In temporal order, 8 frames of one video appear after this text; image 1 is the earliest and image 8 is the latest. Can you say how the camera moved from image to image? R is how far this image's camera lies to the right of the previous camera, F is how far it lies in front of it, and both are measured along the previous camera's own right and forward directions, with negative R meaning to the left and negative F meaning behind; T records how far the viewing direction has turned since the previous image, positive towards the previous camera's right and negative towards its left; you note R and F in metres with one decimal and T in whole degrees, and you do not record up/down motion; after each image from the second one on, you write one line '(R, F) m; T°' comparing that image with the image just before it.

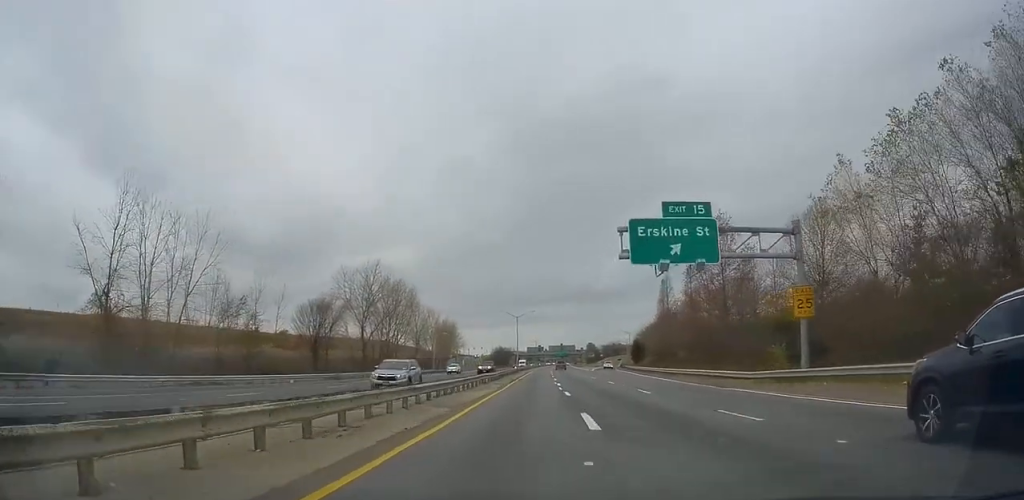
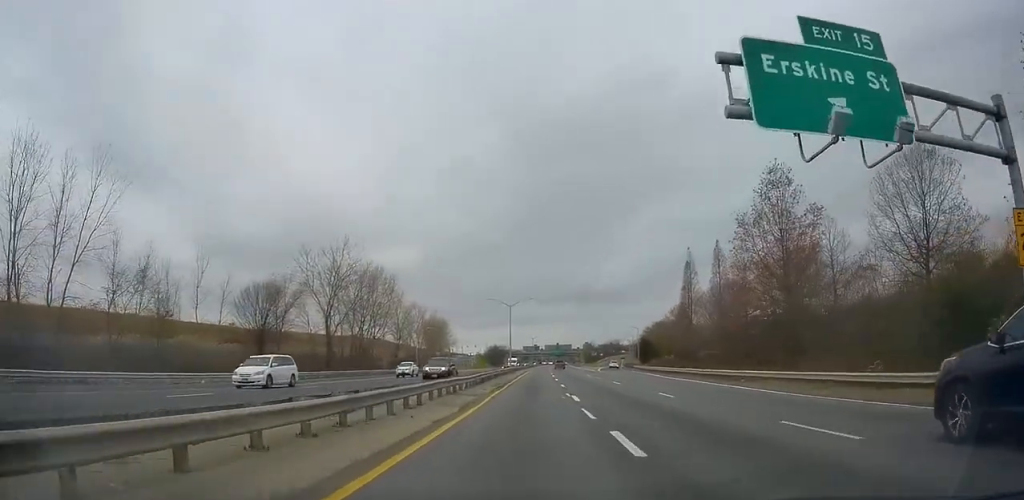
(-0.1, +15.7) m; -1°
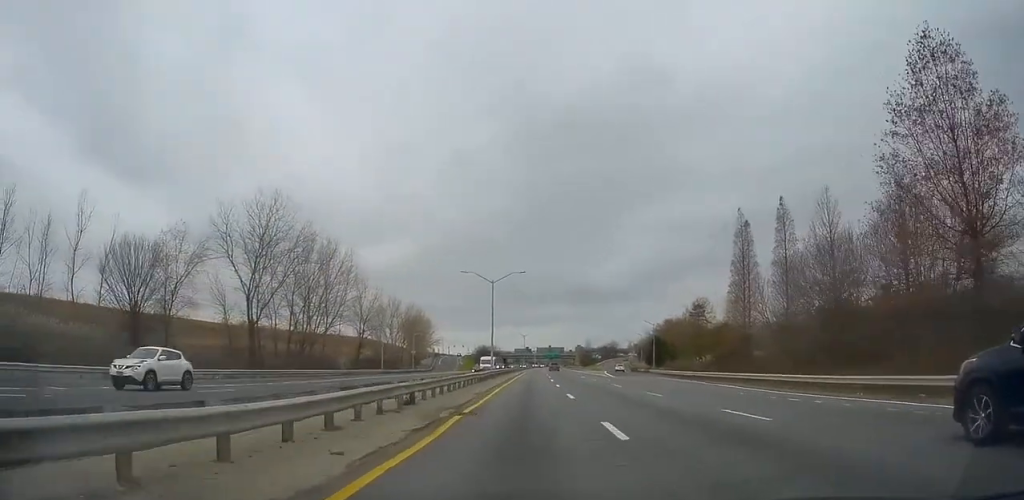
(-0.3, +22.2) m; -1°
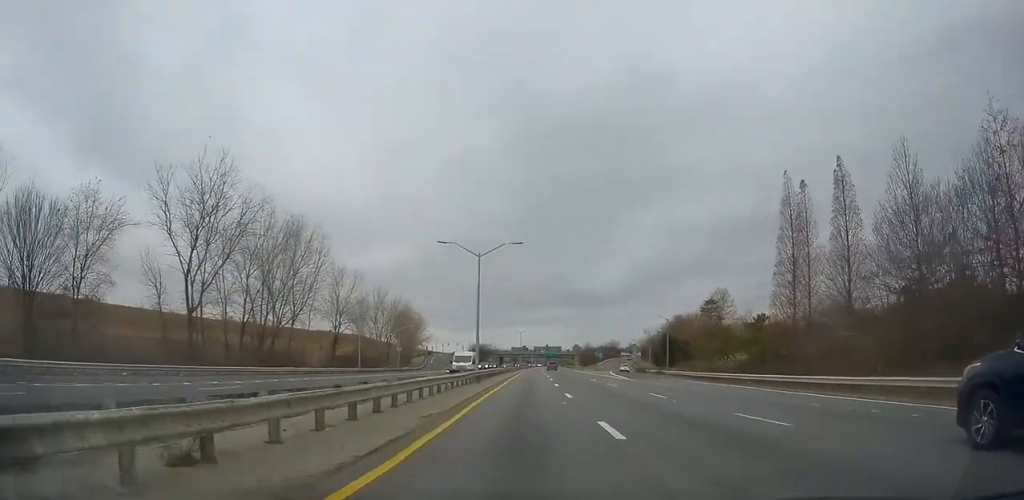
(-0.2, +11.9) m; 0°
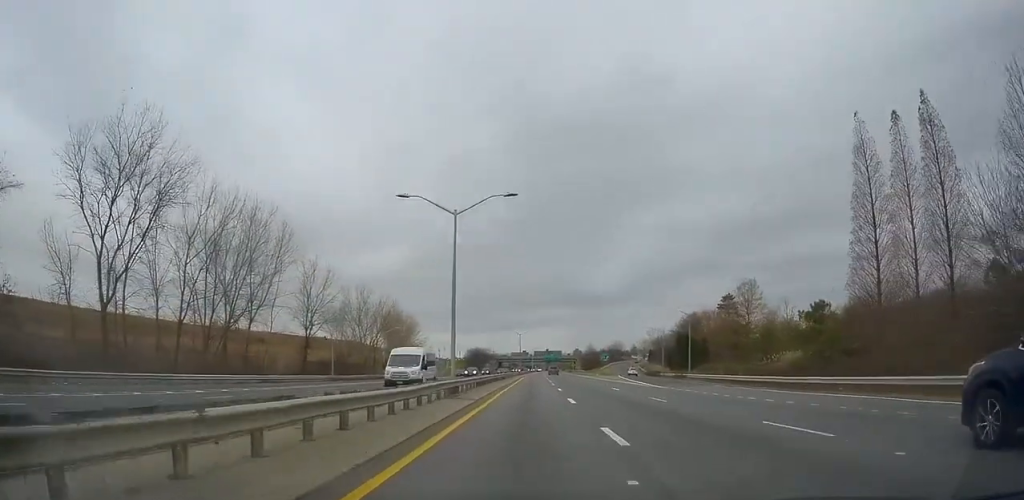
(+0.1, +12.3) m; 0°
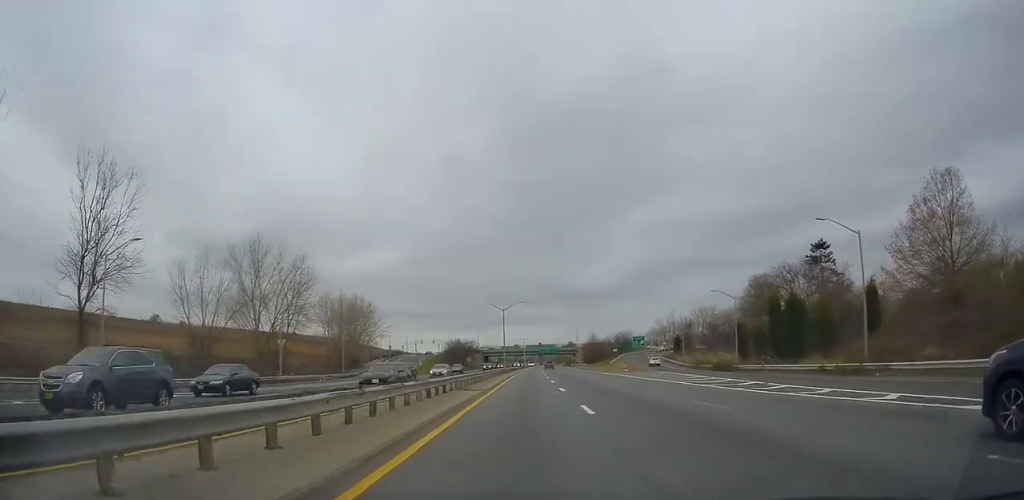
(+0.5, +43.2) m; +1°
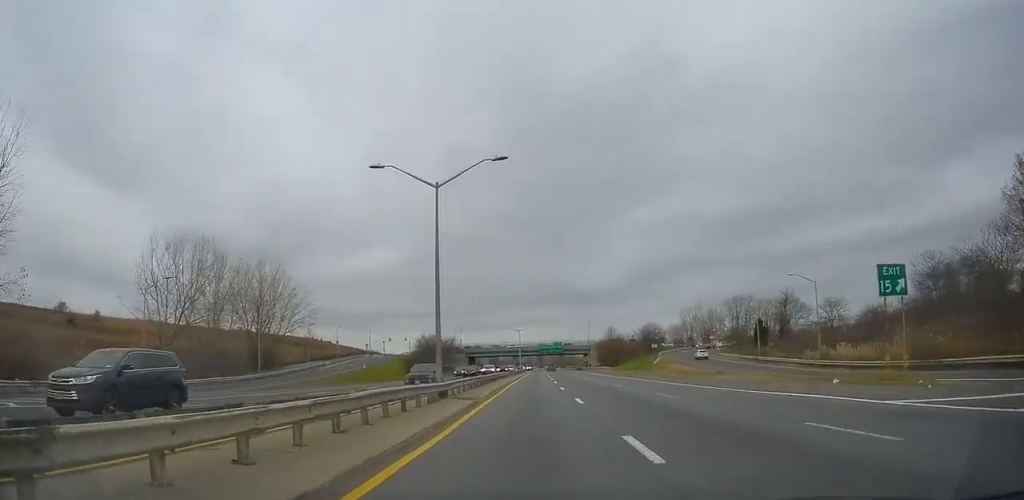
(+0.2, +53.8) m; +1°
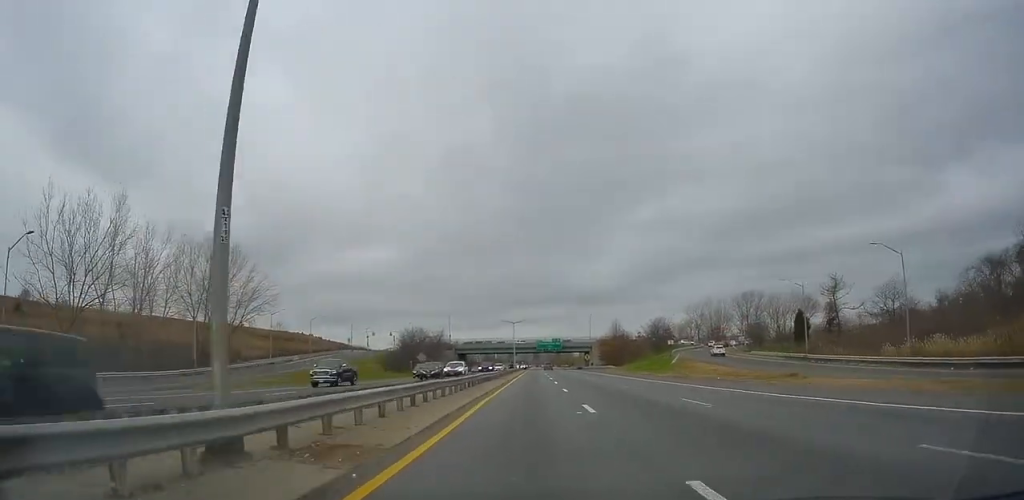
(+0.1, +15.5) m; 0°
